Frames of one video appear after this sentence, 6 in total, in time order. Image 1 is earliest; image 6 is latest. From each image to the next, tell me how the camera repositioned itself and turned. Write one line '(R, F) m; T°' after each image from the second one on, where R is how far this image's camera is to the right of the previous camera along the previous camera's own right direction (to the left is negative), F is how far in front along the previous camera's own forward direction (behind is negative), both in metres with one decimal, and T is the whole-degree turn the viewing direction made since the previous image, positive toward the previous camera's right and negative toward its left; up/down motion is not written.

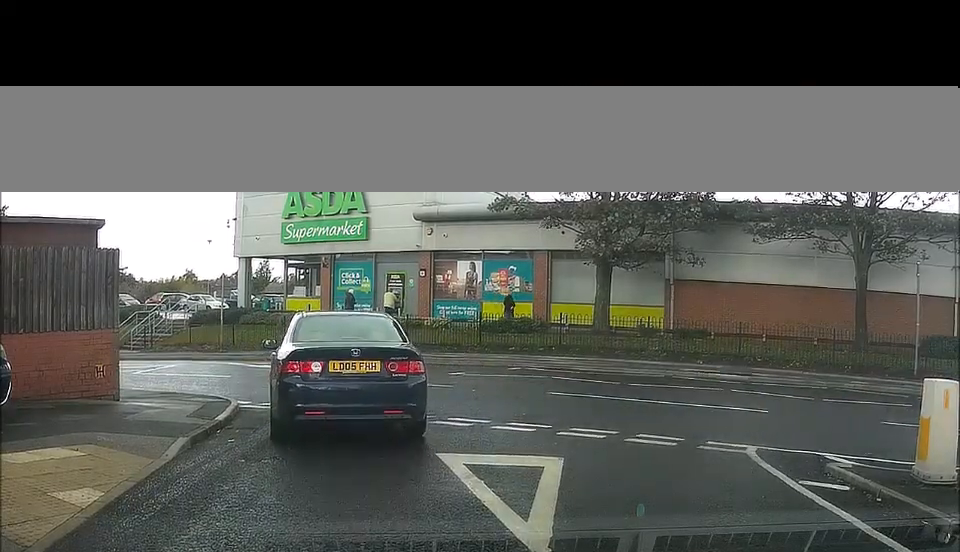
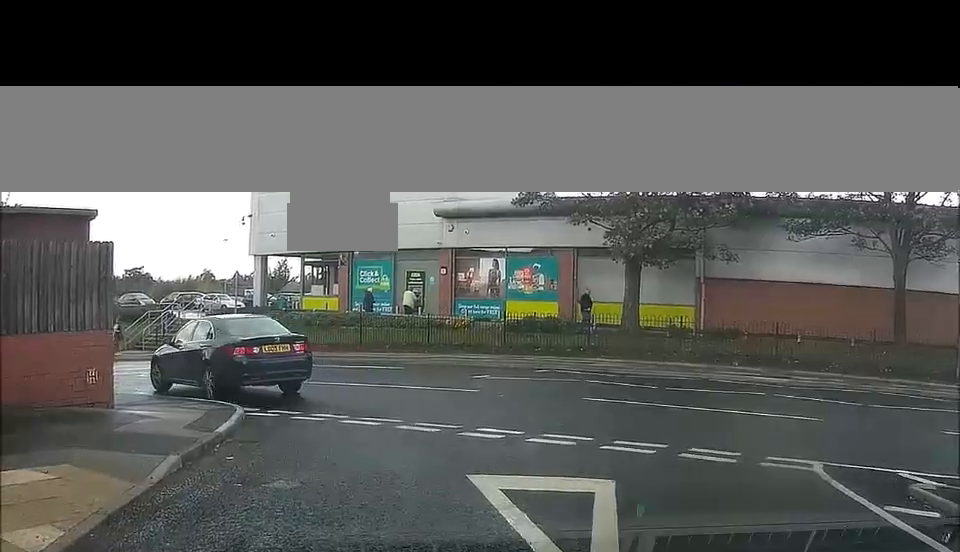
(-0.2, +1.1) m; 0°
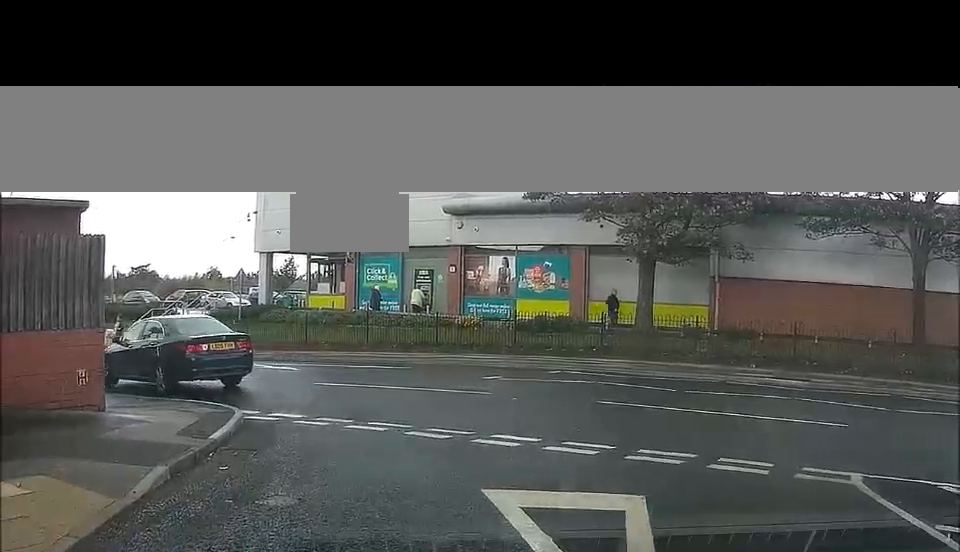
(-0.1, +0.4) m; -3°
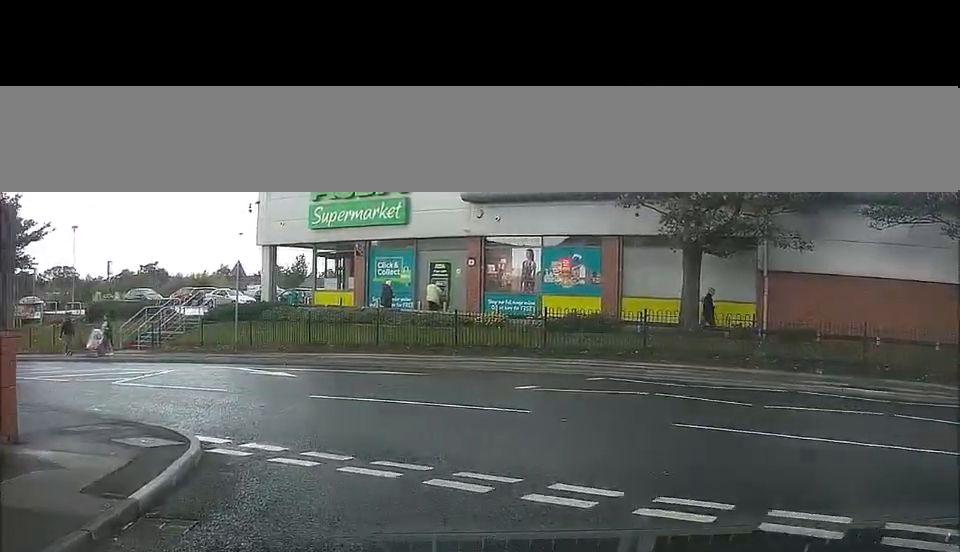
(-0.3, +1.8) m; -9°
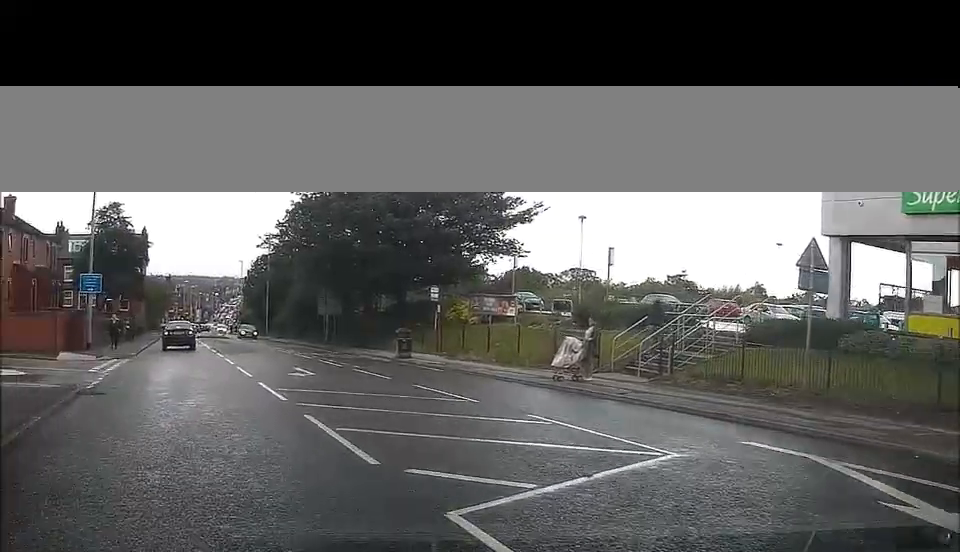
(-1.8, +9.9) m; -31°
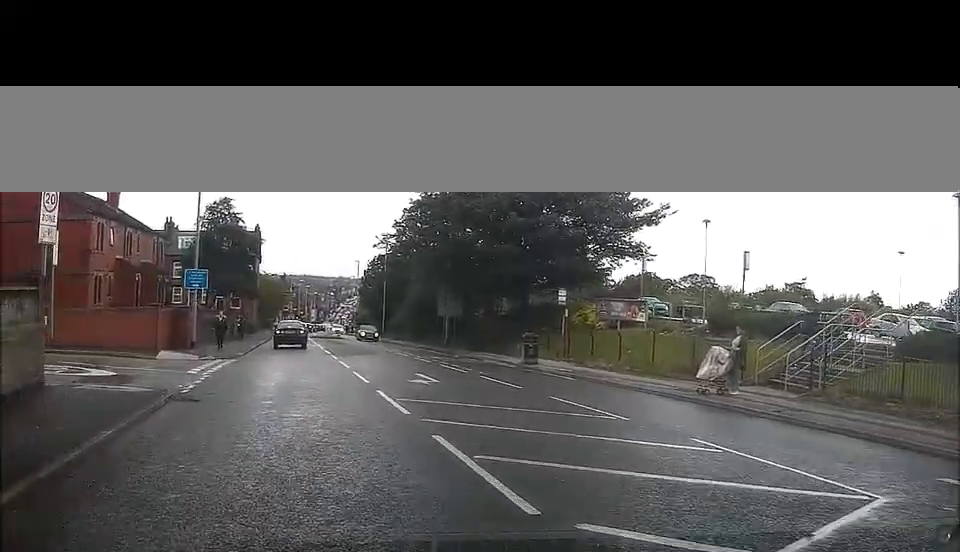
(0.0, +1.7) m; -5°
